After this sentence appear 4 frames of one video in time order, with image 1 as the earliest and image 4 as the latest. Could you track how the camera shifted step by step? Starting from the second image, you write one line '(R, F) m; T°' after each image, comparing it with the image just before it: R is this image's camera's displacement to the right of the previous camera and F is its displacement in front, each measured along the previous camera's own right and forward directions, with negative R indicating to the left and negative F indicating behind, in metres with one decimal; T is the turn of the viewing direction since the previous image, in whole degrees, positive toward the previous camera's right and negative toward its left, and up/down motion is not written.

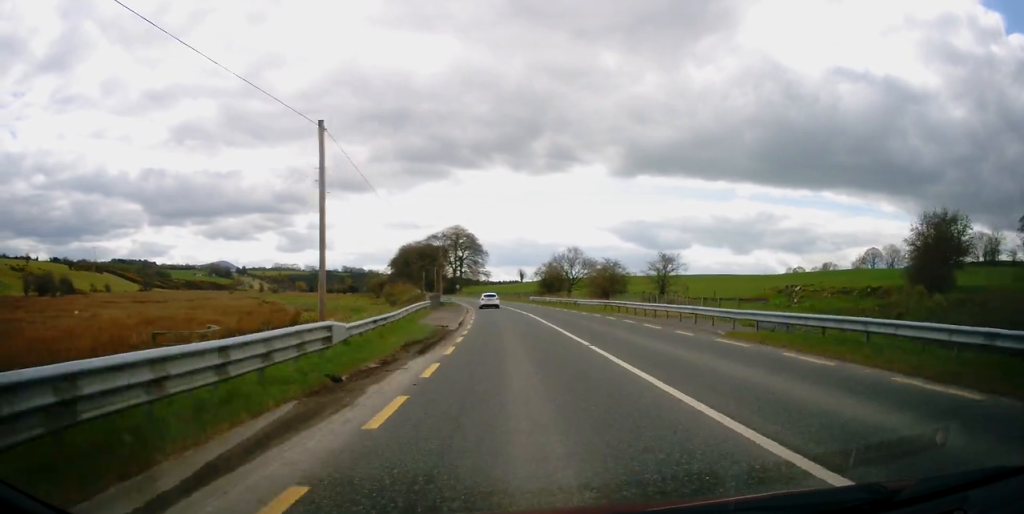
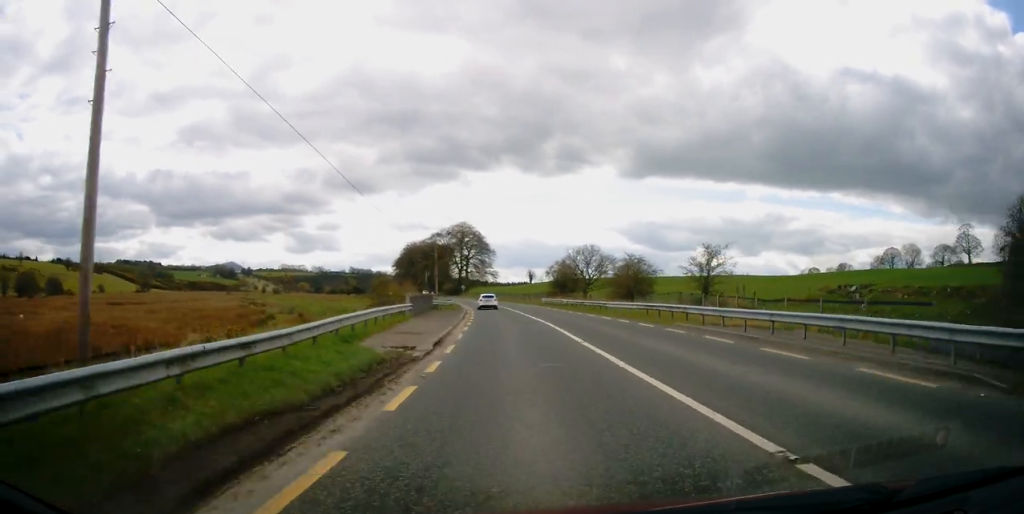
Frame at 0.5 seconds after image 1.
(0.0, +10.9) m; -1°
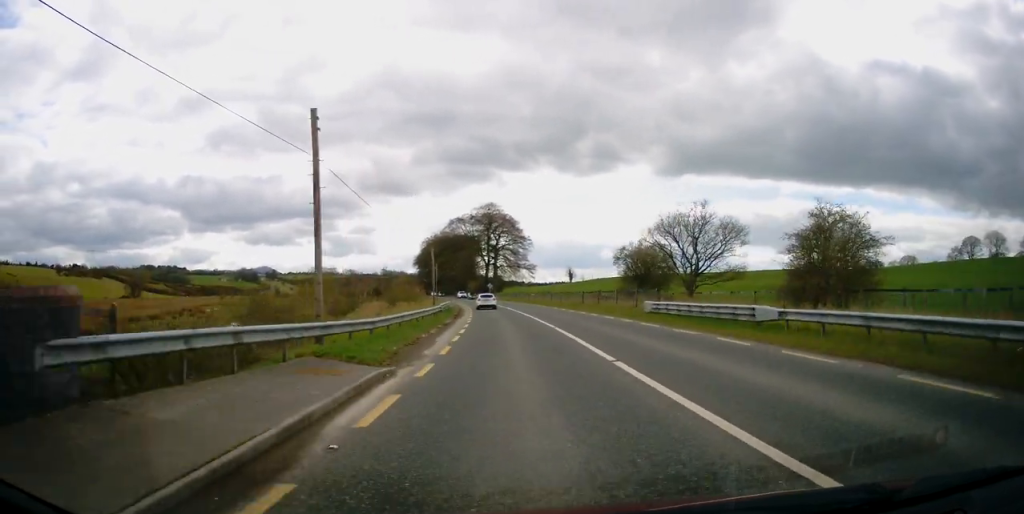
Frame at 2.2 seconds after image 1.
(-1.4, +40.8) m; -3°
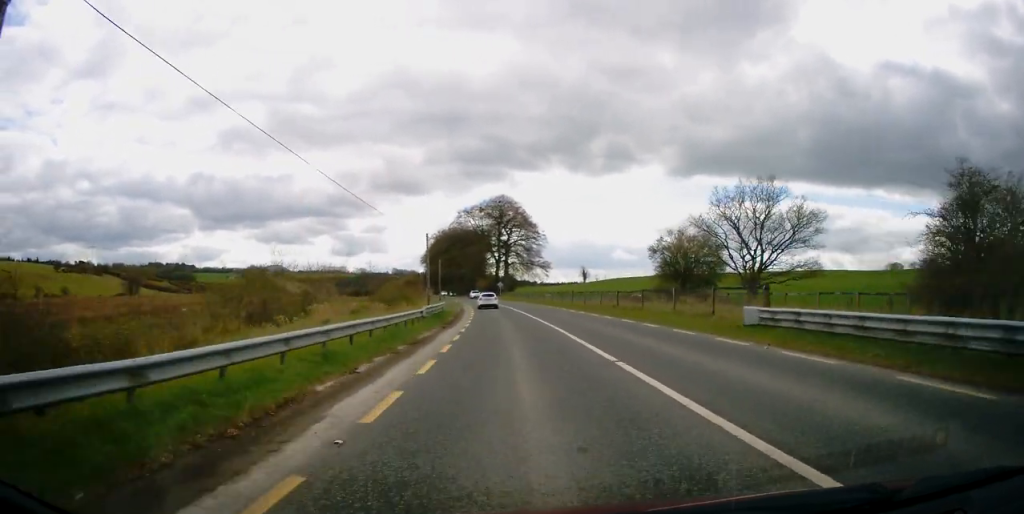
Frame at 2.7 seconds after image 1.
(-0.1, +11.8) m; -1°
